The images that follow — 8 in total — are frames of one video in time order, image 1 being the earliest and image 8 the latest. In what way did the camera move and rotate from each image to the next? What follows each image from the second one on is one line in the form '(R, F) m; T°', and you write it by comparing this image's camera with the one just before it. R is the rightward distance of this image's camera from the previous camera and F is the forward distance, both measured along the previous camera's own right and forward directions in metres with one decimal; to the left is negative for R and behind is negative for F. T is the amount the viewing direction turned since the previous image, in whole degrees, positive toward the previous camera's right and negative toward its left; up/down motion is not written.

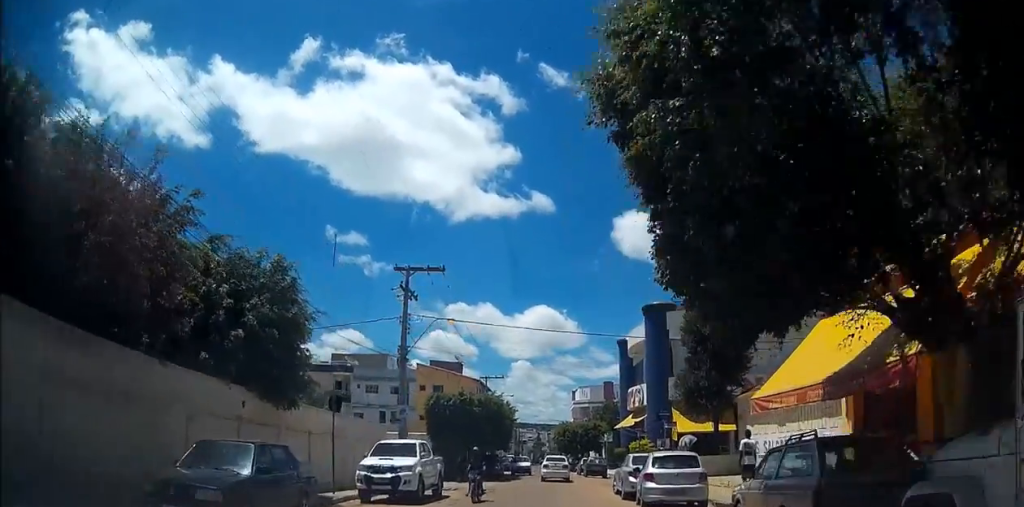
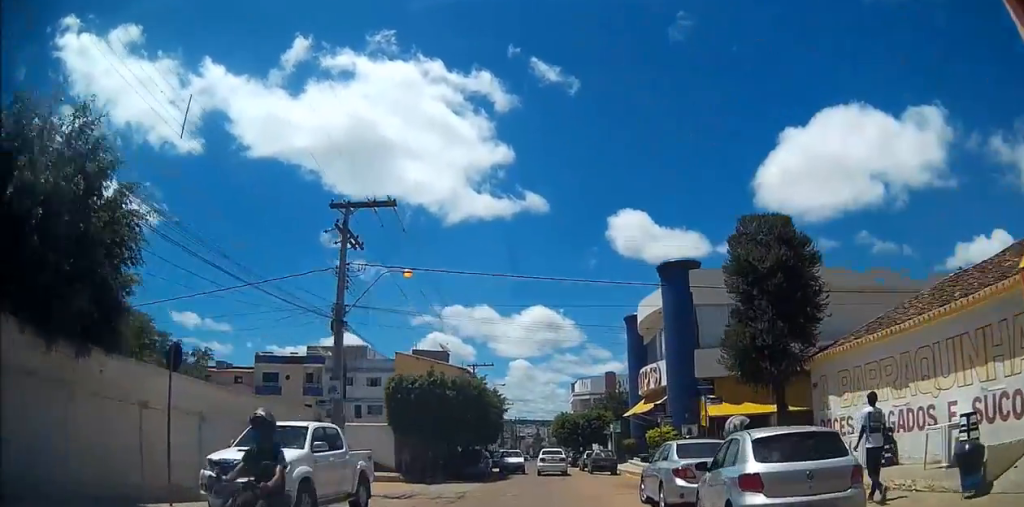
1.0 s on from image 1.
(+0.4, +8.1) m; +1°
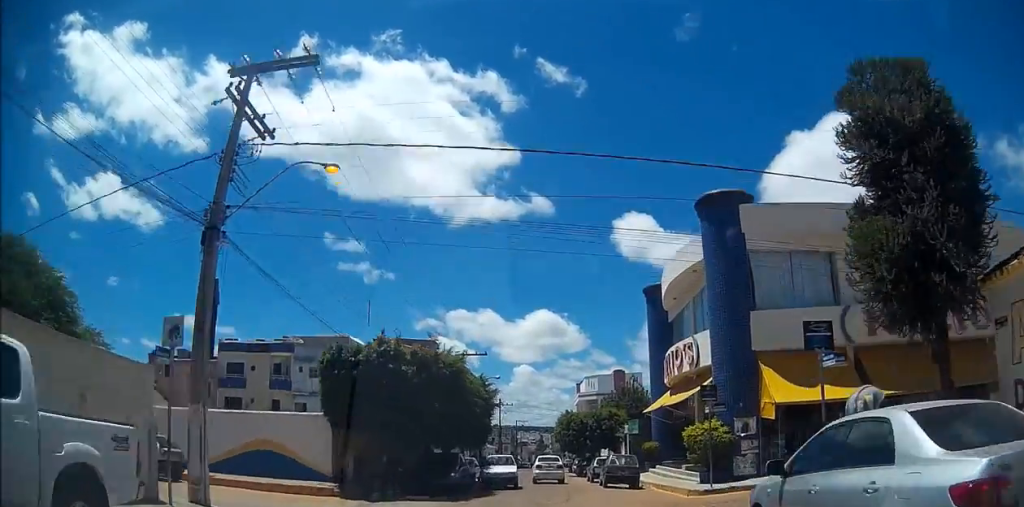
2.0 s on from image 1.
(-0.3, +8.6) m; -2°
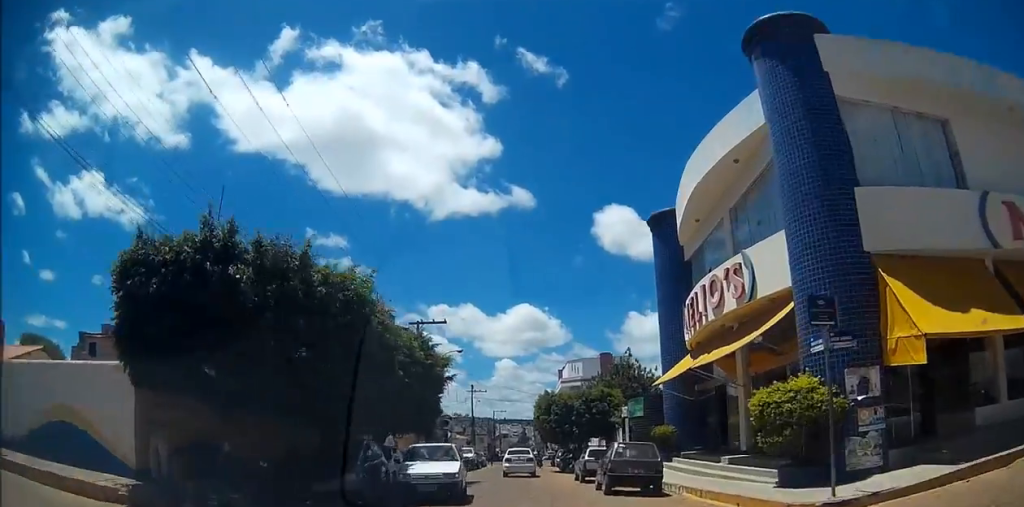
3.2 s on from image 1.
(0.0, +10.1) m; +1°
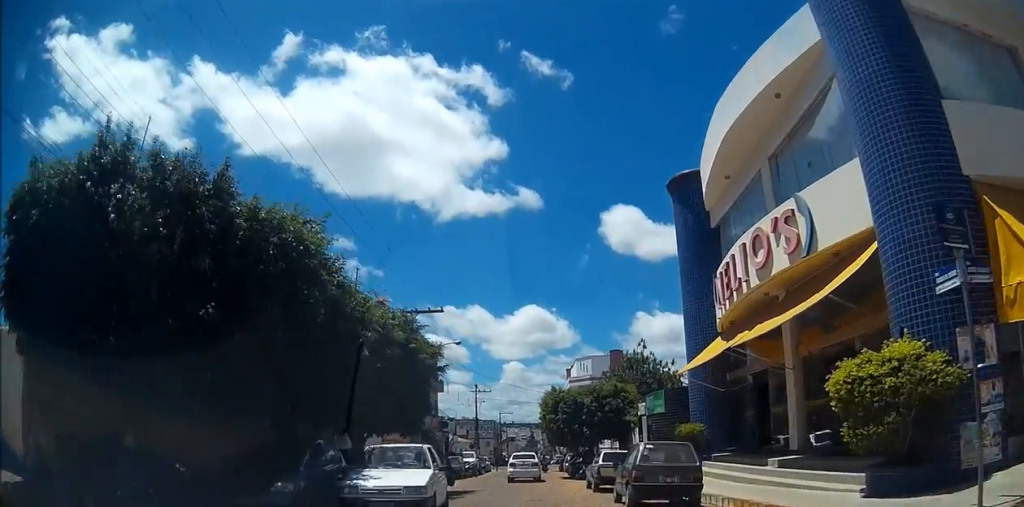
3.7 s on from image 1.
(+0.1, +3.7) m; 0°
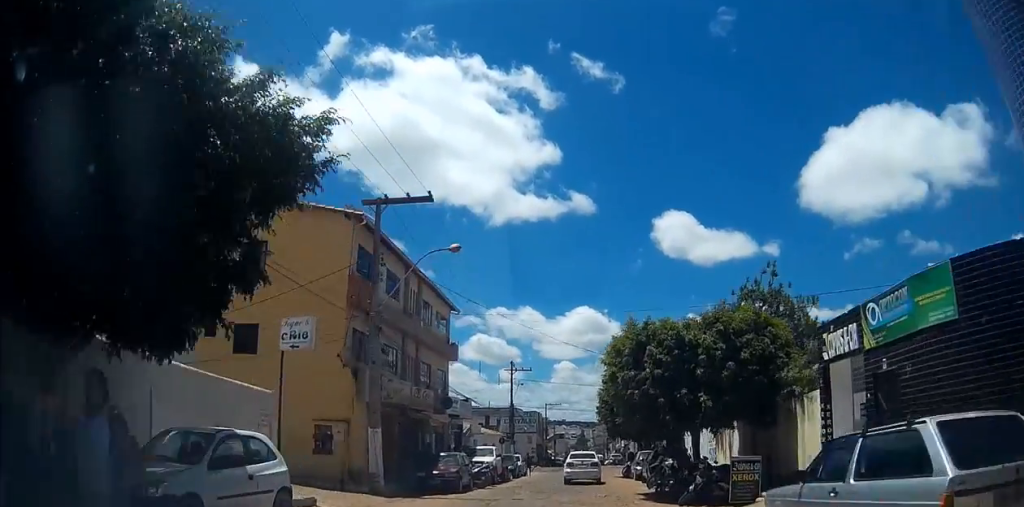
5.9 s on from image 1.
(+0.1, +17.0) m; 0°
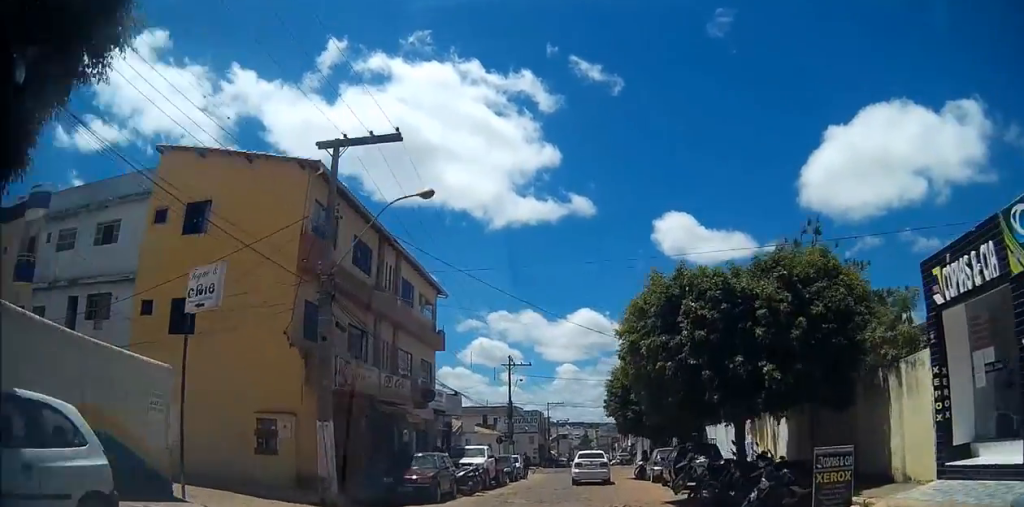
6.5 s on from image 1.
(0.0, +4.6) m; -1°
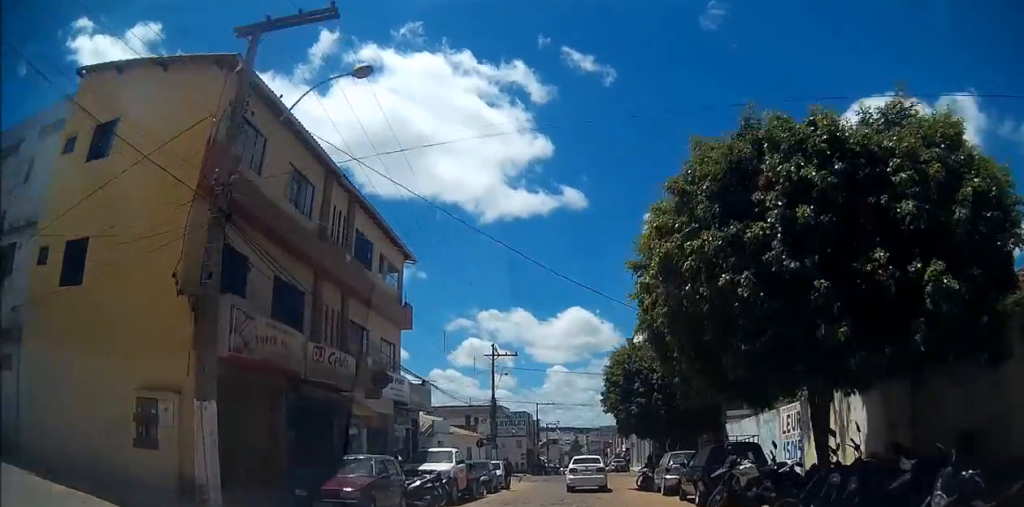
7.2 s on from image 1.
(-0.1, +5.3) m; -1°
